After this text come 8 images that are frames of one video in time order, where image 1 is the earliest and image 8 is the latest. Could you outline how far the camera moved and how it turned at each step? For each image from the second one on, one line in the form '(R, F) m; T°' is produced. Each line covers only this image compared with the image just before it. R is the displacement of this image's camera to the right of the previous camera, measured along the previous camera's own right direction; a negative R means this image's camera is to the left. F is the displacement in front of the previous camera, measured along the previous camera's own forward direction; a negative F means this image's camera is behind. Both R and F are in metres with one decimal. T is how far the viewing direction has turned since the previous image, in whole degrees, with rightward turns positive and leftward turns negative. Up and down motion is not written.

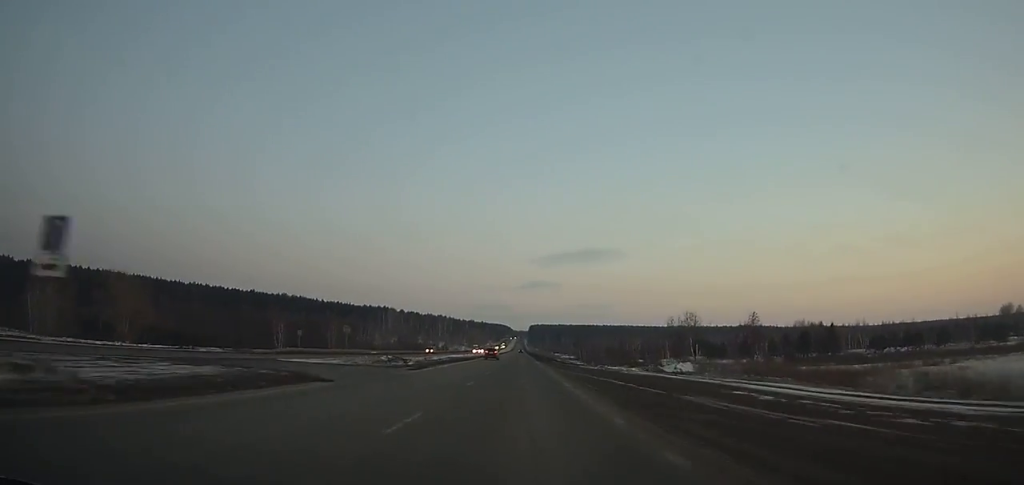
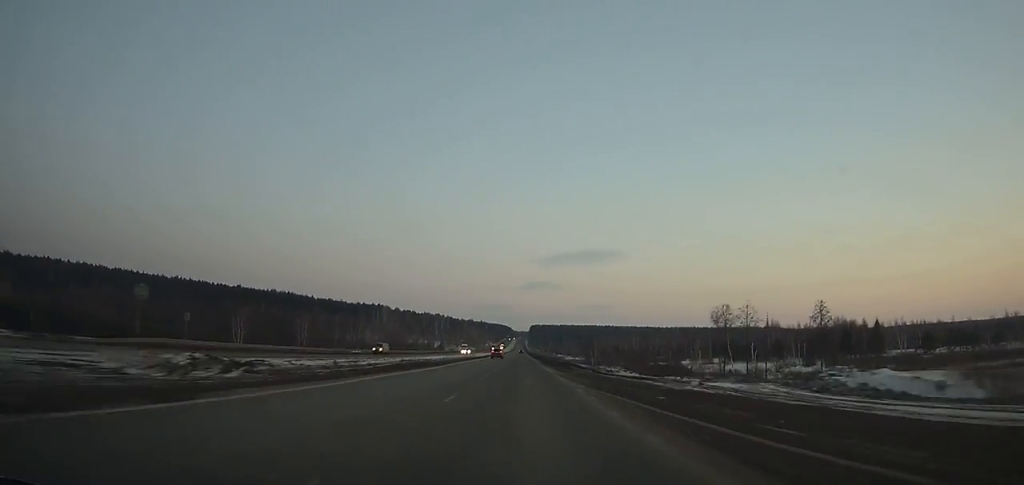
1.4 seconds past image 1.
(0.0, +30.3) m; 0°
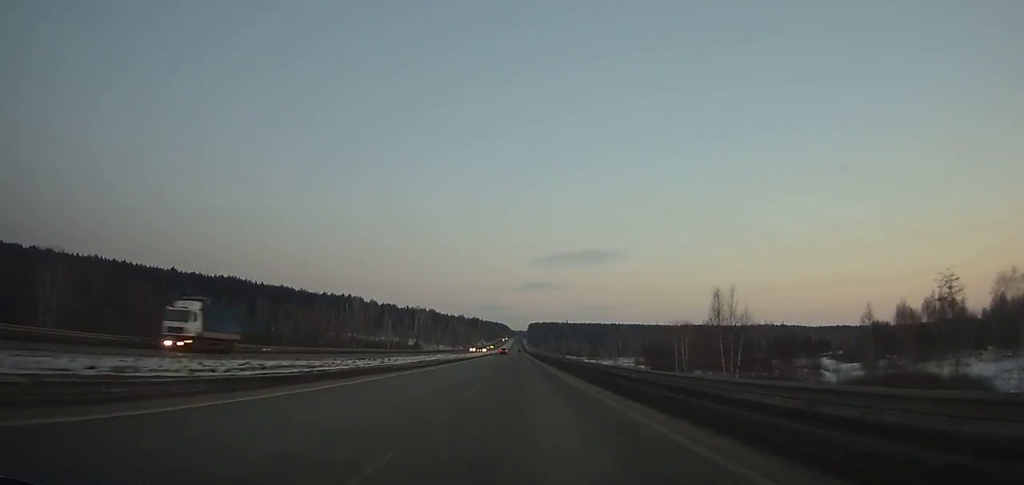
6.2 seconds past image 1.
(+0.1, +106.8) m; 0°
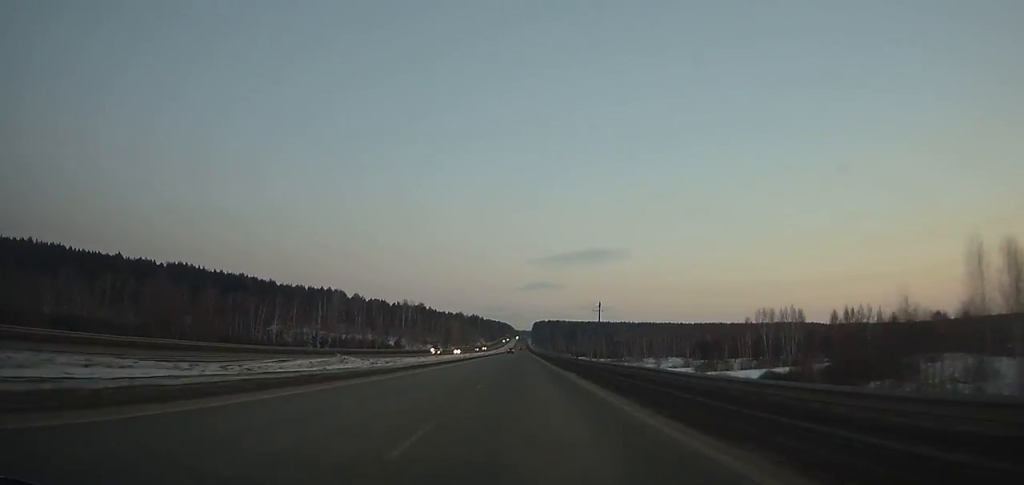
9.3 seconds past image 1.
(+0.1, +70.7) m; 0°
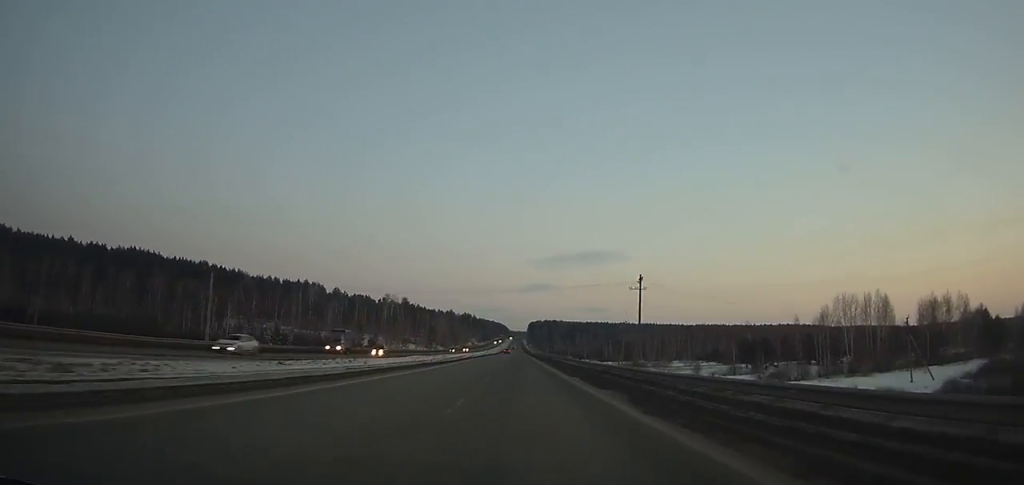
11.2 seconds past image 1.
(+0.1, +43.5) m; 0°
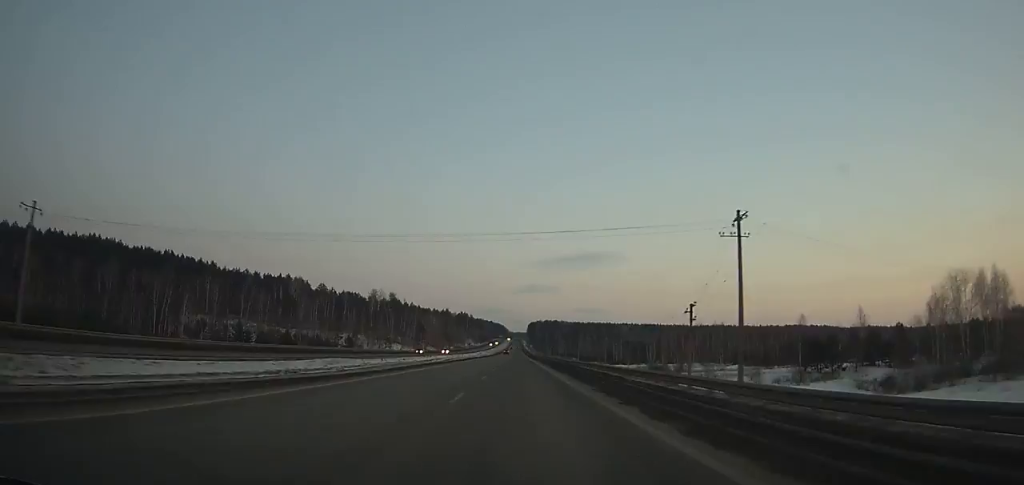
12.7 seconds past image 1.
(0.0, +34.8) m; 0°
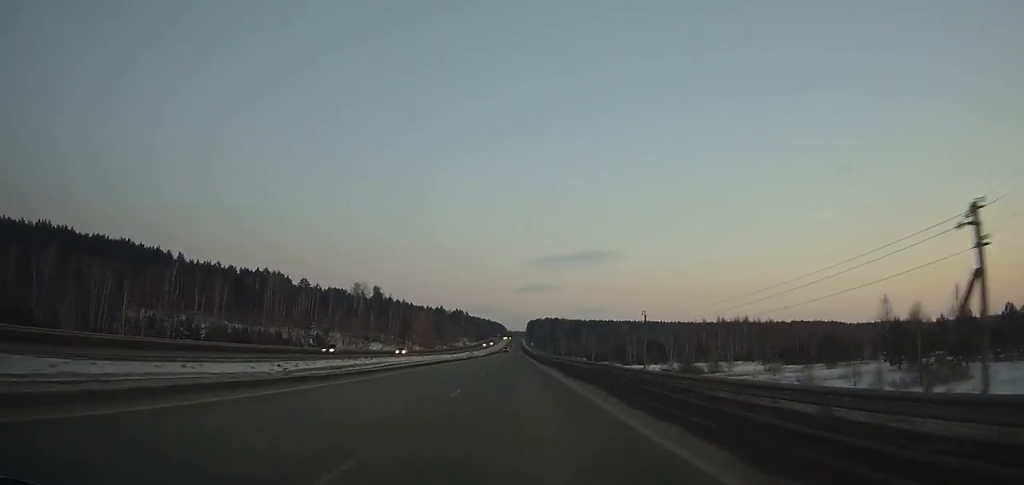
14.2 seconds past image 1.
(+0.1, +34.8) m; 0°
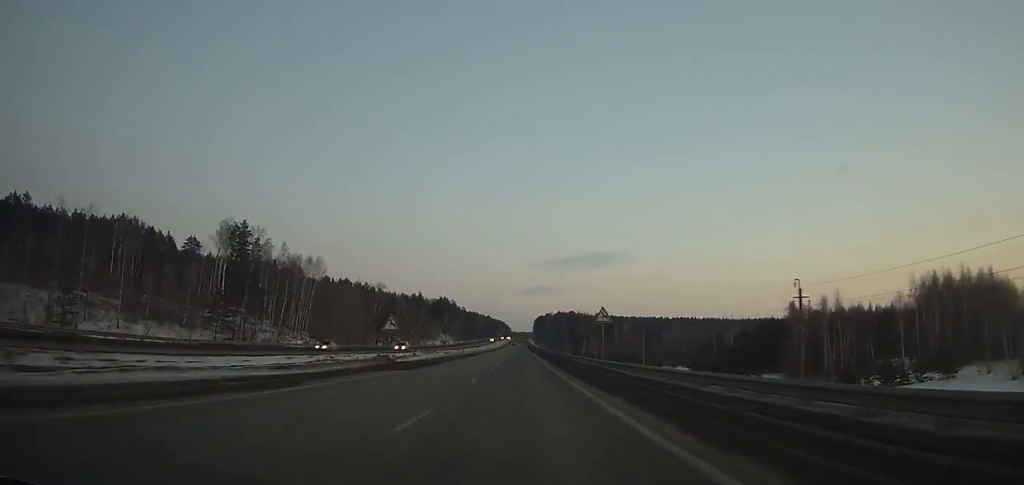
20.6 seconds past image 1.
(-0.4, +150.2) m; 0°
